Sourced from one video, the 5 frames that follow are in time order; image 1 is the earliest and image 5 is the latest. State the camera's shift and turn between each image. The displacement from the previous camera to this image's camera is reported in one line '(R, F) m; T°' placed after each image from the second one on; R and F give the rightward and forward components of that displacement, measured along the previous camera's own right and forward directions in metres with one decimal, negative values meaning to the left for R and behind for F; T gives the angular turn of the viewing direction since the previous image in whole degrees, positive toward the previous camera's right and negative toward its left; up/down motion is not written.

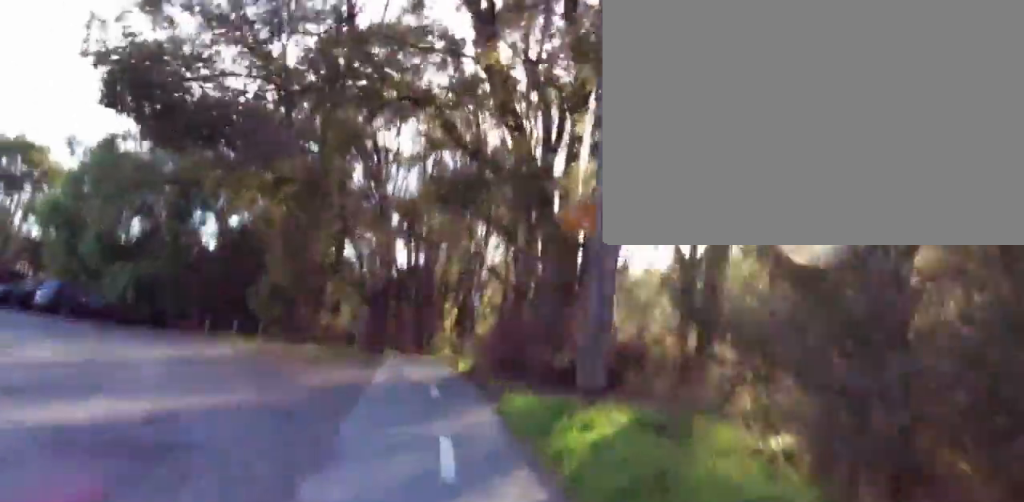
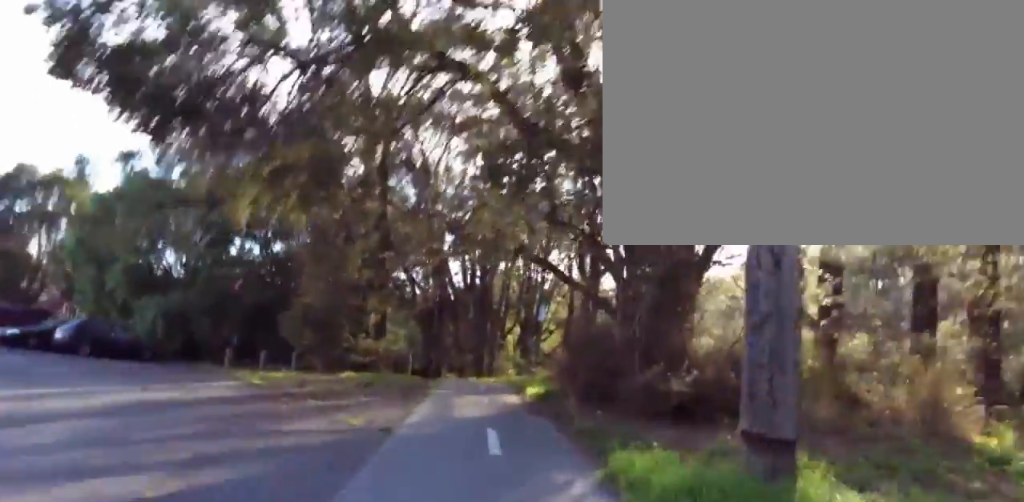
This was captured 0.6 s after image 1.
(-0.3, +3.3) m; 0°
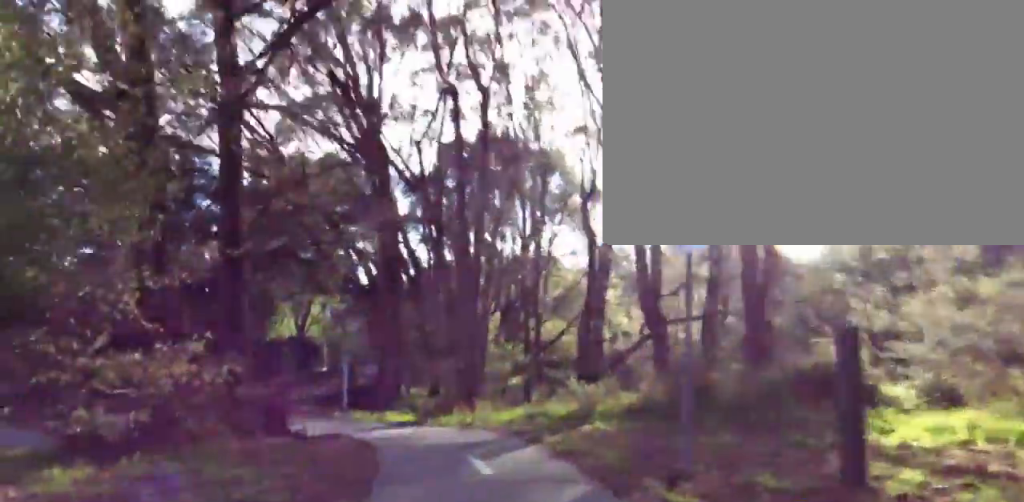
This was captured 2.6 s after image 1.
(+1.6, +12.0) m; +11°
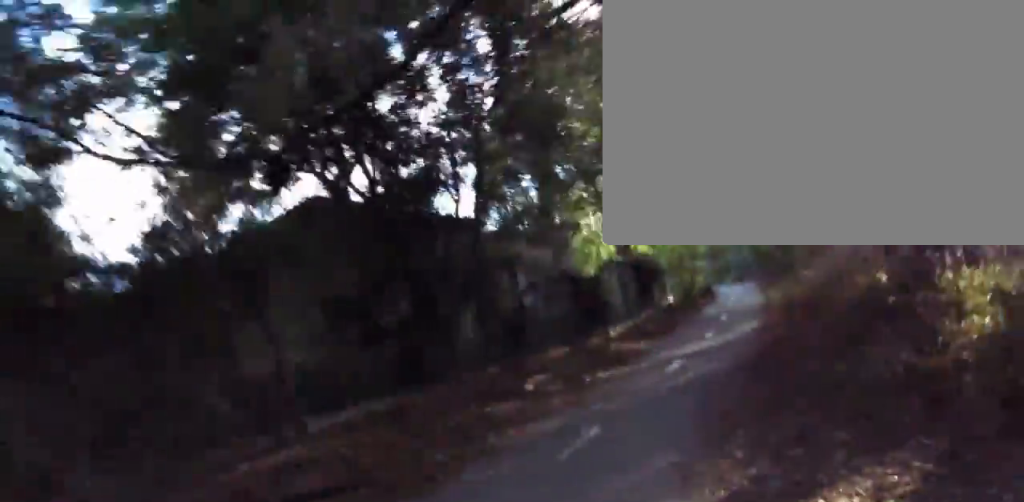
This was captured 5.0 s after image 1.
(-2.9, +14.0) m; -26°
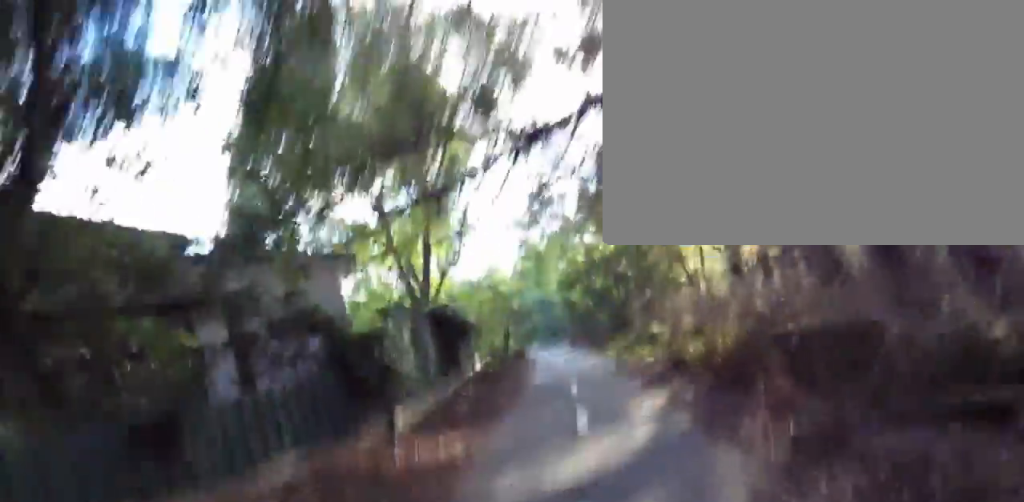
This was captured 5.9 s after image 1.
(-1.0, +6.0) m; +5°
